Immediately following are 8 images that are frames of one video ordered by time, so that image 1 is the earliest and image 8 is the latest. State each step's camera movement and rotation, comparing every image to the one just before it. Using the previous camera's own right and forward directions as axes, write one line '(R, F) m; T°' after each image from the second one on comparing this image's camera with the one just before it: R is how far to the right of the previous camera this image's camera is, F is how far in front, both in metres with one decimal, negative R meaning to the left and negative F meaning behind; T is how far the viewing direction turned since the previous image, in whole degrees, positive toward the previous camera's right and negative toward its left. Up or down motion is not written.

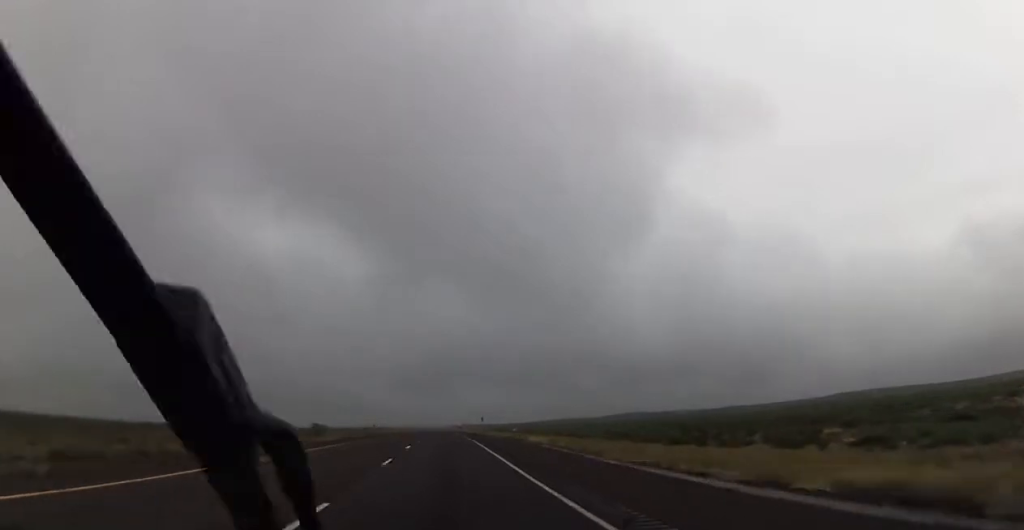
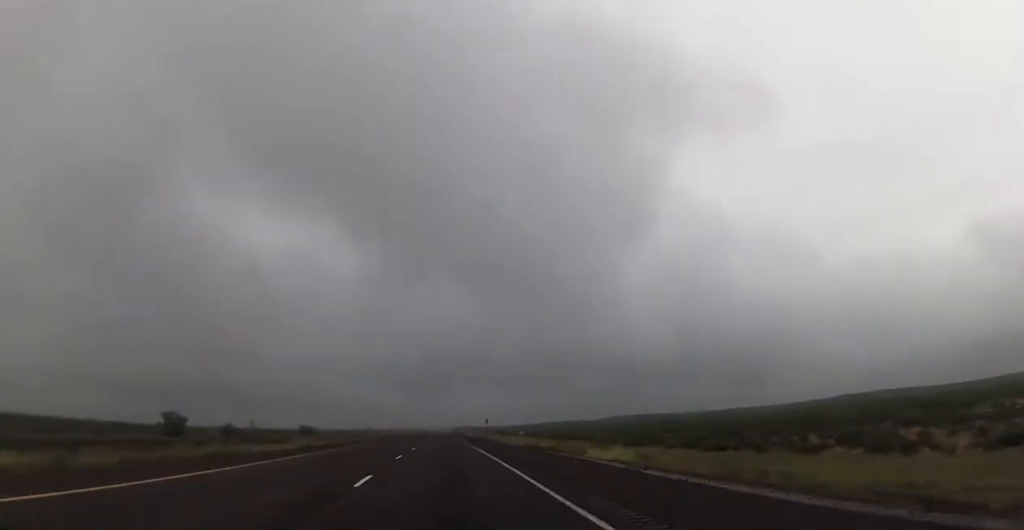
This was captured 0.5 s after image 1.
(+0.2, +18.2) m; 0°
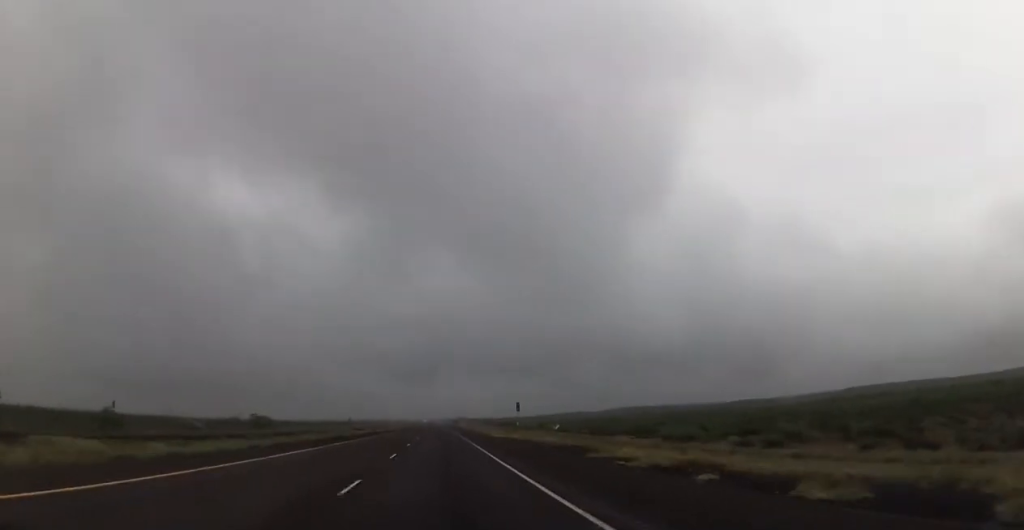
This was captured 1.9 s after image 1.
(-0.6, +50.8) m; 0°
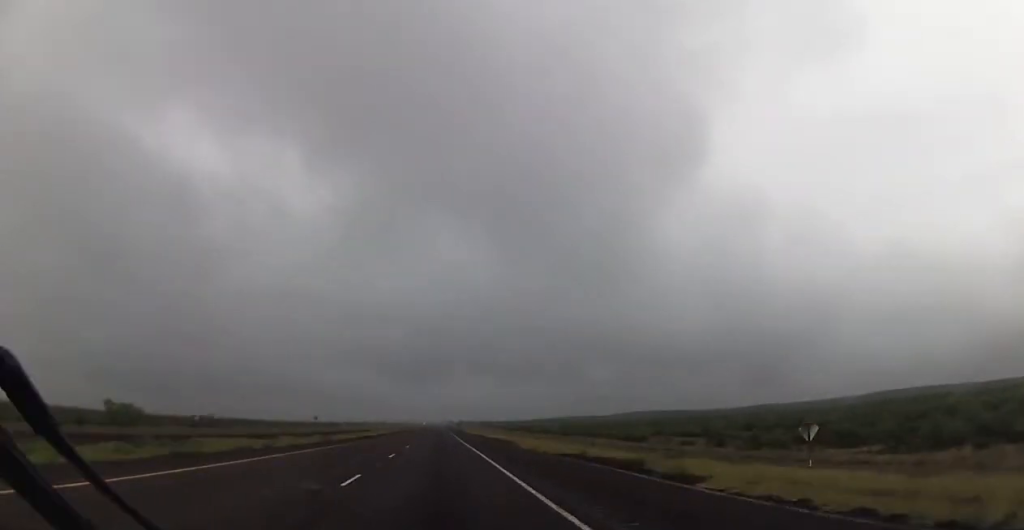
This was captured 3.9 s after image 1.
(+0.7, +71.5) m; +1°
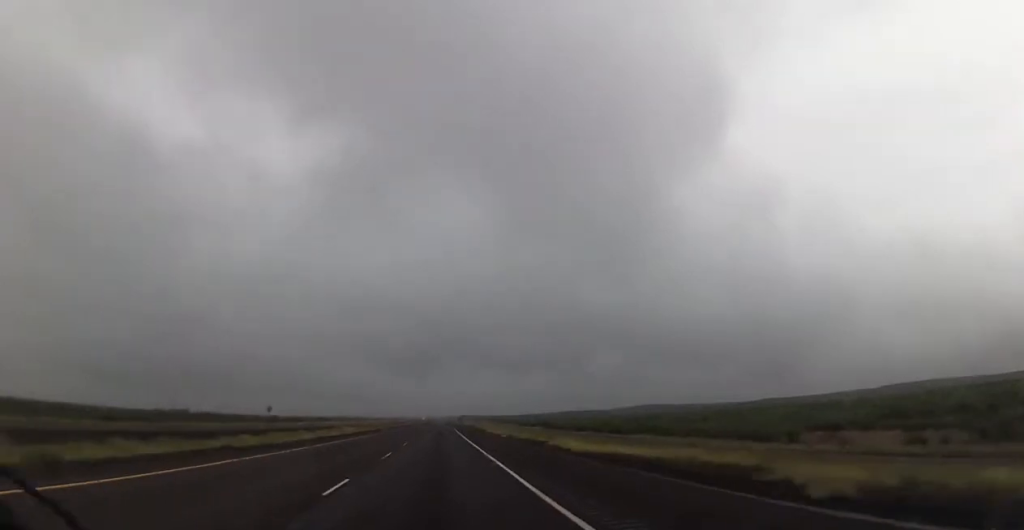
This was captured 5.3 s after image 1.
(0.0, +51.0) m; 0°
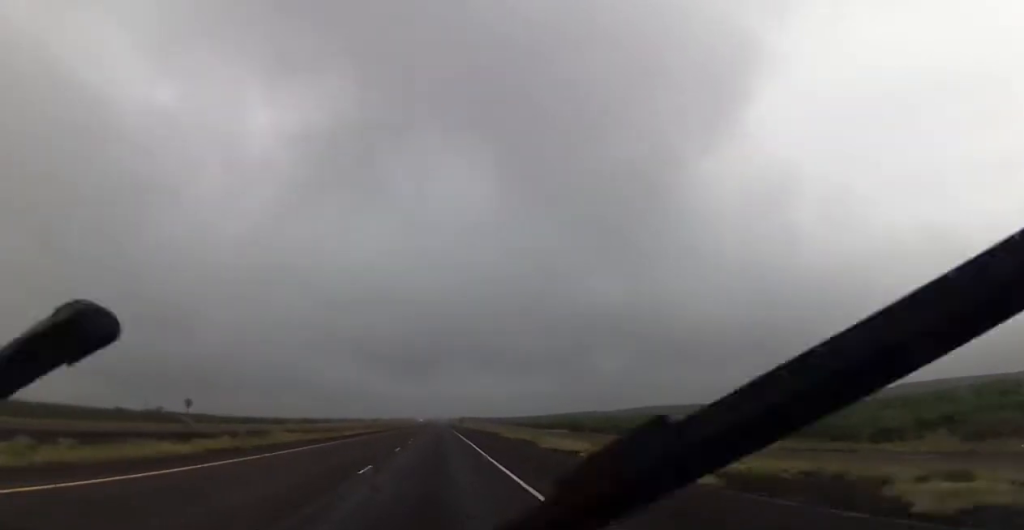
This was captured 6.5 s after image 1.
(-0.5, +43.6) m; 0°
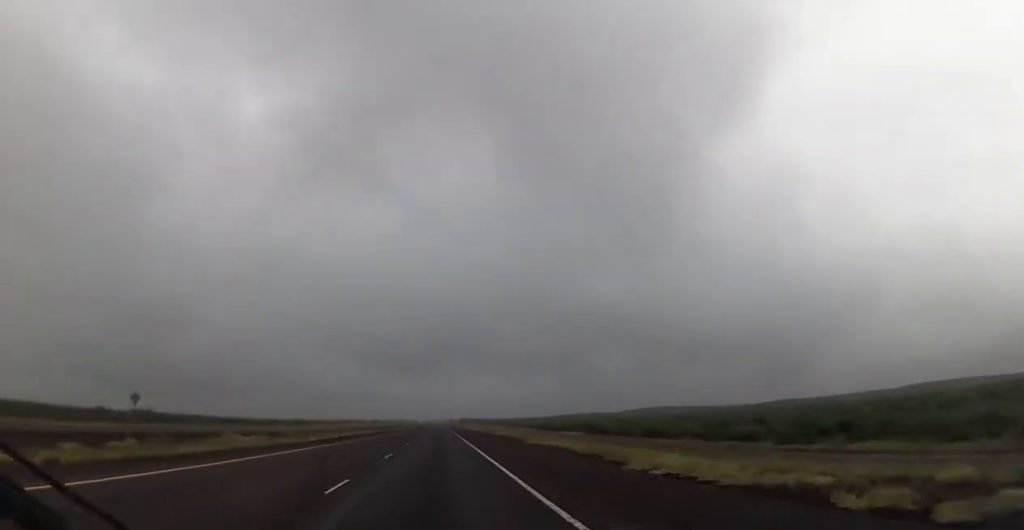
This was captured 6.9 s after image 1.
(+0.2, +17.0) m; 0°
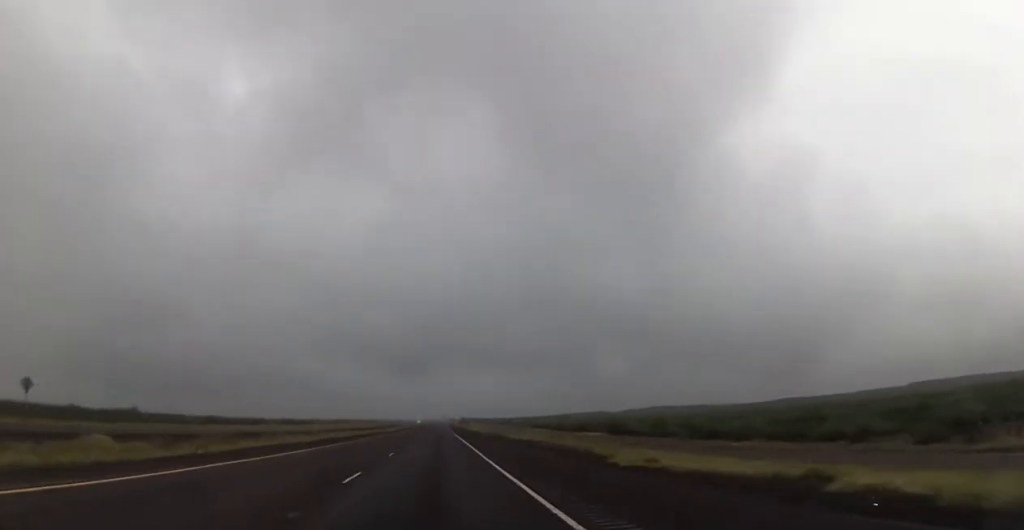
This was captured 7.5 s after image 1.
(+0.3, +21.9) m; 0°
